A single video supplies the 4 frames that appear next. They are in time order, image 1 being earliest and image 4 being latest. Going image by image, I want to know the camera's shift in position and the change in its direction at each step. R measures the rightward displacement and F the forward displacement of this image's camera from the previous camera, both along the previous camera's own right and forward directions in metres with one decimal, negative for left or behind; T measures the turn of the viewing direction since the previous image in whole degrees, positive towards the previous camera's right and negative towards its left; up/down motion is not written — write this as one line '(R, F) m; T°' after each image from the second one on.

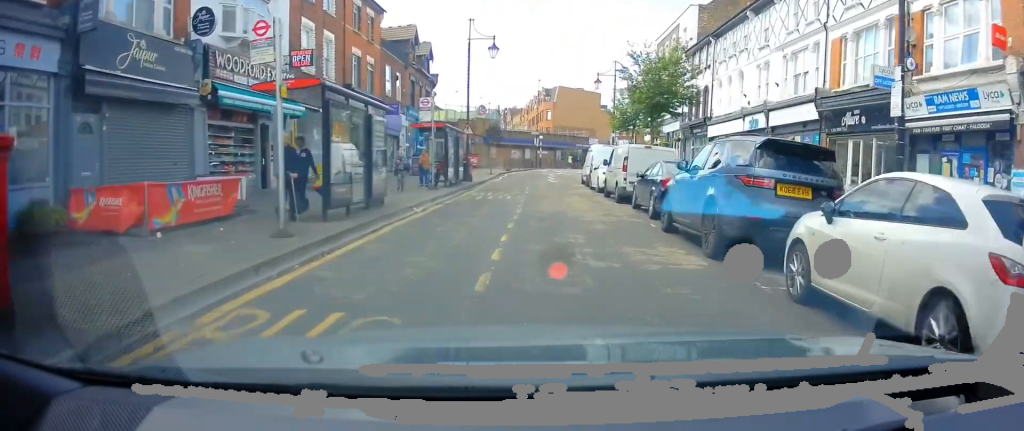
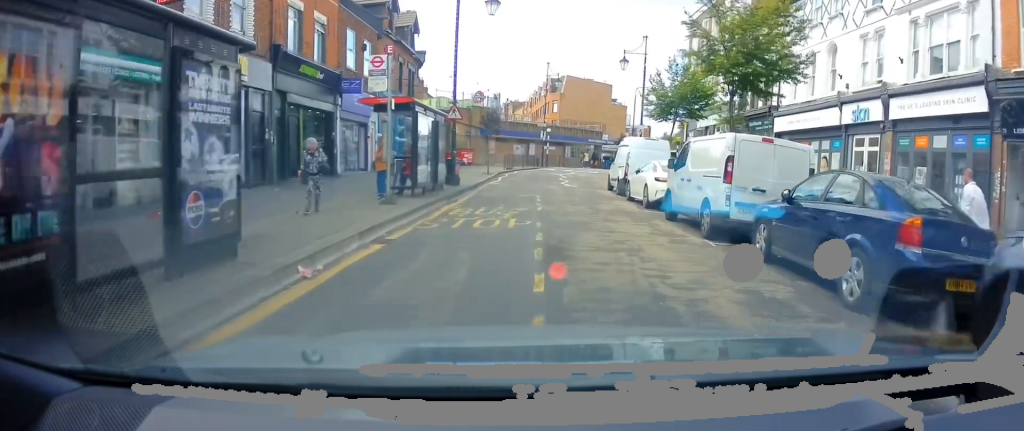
(-0.5, +8.5) m; +1°
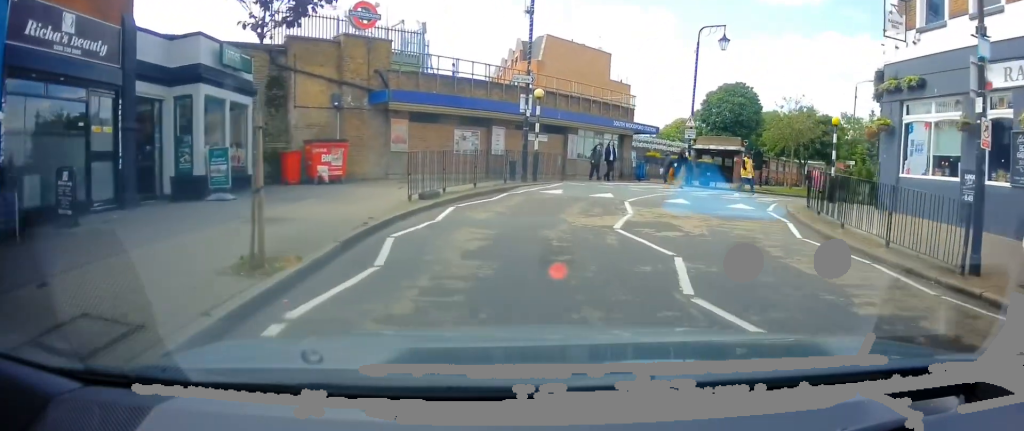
(+1.2, +27.9) m; +4°
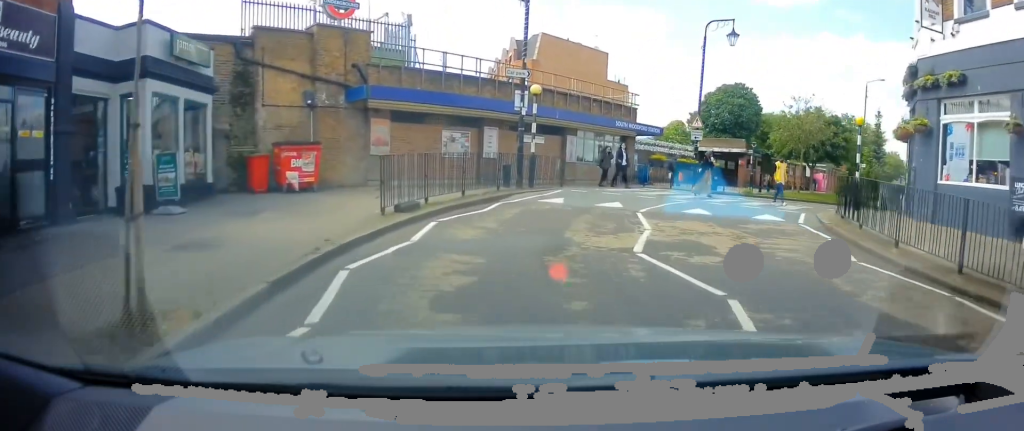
(-0.1, +2.3) m; +1°
